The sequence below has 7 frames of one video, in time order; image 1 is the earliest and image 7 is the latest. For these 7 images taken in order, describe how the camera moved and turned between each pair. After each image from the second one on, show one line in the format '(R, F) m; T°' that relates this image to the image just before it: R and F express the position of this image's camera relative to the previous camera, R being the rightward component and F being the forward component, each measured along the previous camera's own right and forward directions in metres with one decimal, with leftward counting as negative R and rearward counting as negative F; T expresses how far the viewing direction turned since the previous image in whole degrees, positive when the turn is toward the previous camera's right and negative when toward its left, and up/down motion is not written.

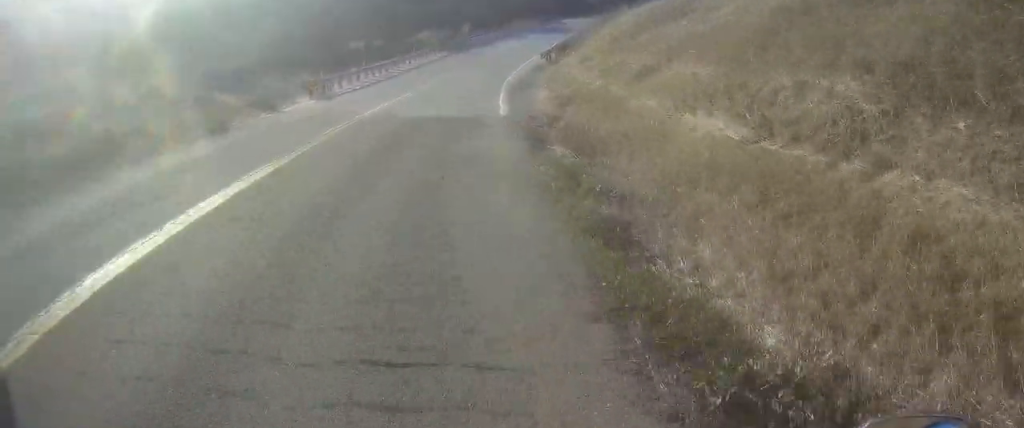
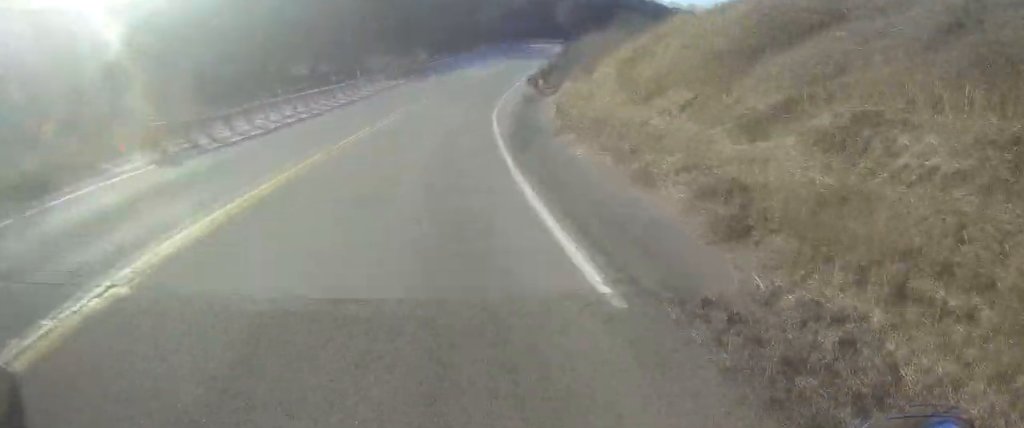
(+1.0, +13.0) m; +5°
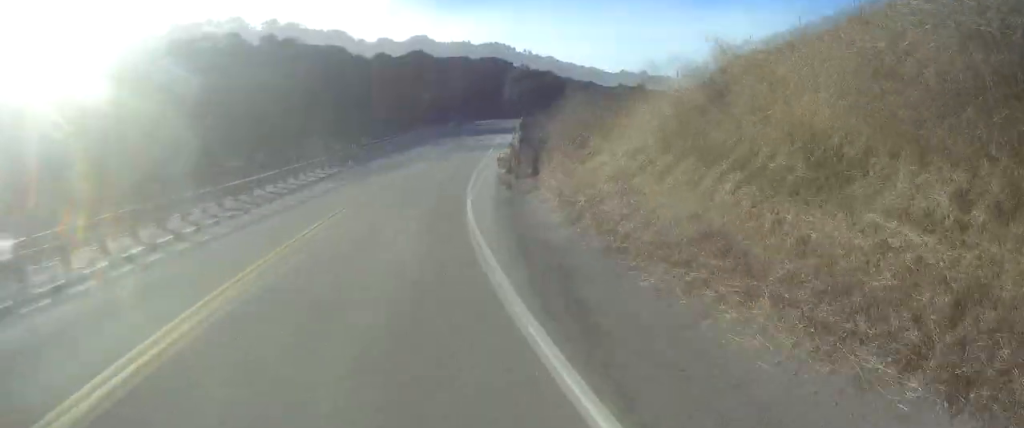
(+0.2, +8.8) m; +1°
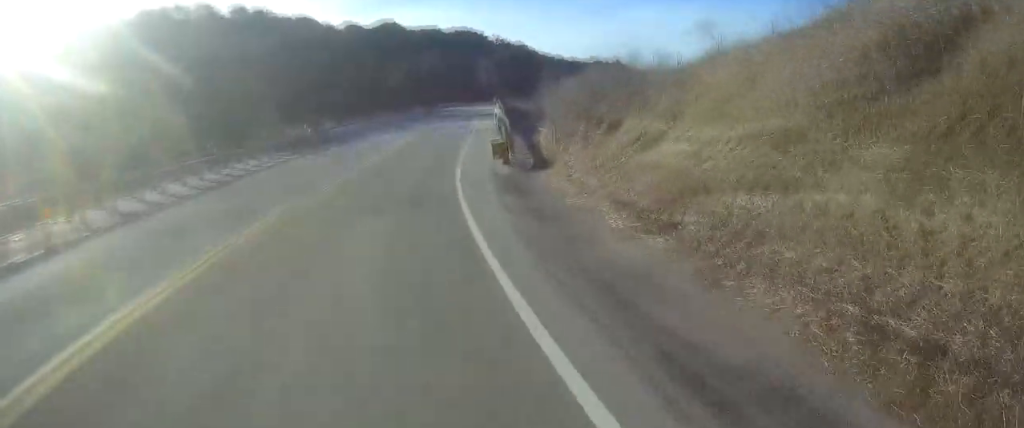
(0.0, +7.5) m; 0°
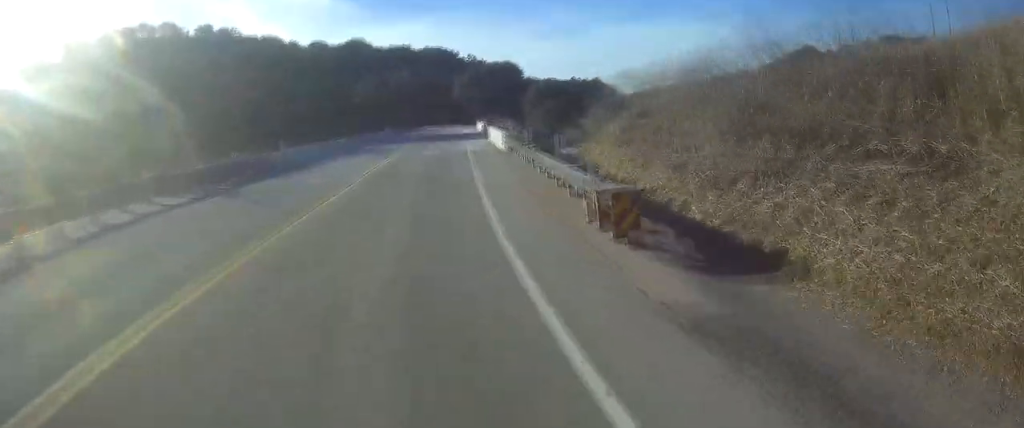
(-0.1, +13.8) m; +2°
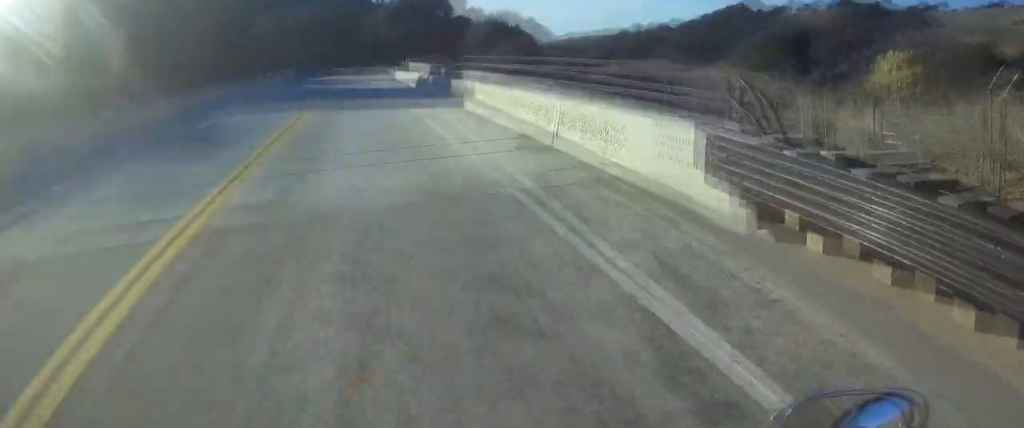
(+1.7, +27.3) m; +8°
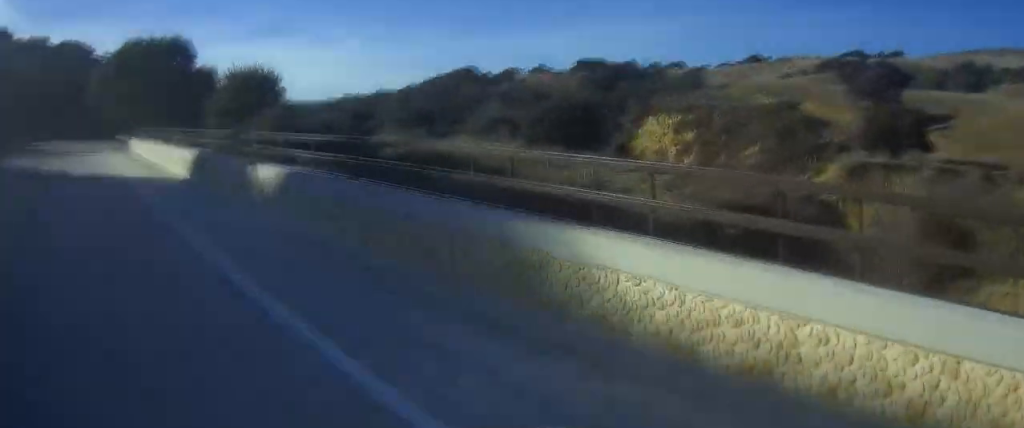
(+0.8, +22.3) m; +2°
